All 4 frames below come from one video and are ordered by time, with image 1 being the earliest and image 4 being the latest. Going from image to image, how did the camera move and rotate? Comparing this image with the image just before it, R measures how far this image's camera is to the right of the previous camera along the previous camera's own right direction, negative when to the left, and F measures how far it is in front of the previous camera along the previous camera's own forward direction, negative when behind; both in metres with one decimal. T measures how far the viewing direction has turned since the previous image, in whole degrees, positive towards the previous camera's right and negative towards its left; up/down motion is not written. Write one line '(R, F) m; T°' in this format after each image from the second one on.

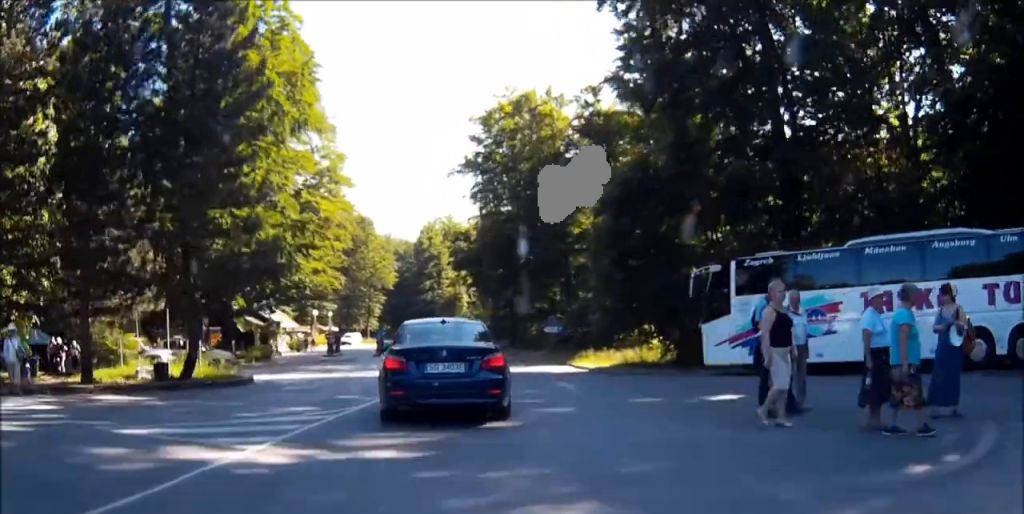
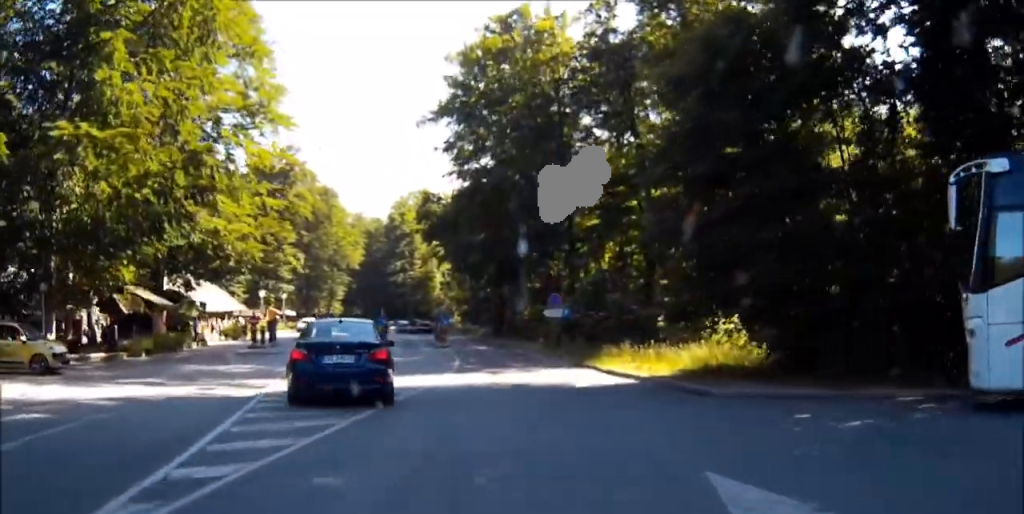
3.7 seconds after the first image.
(-0.1, +15.2) m; 0°
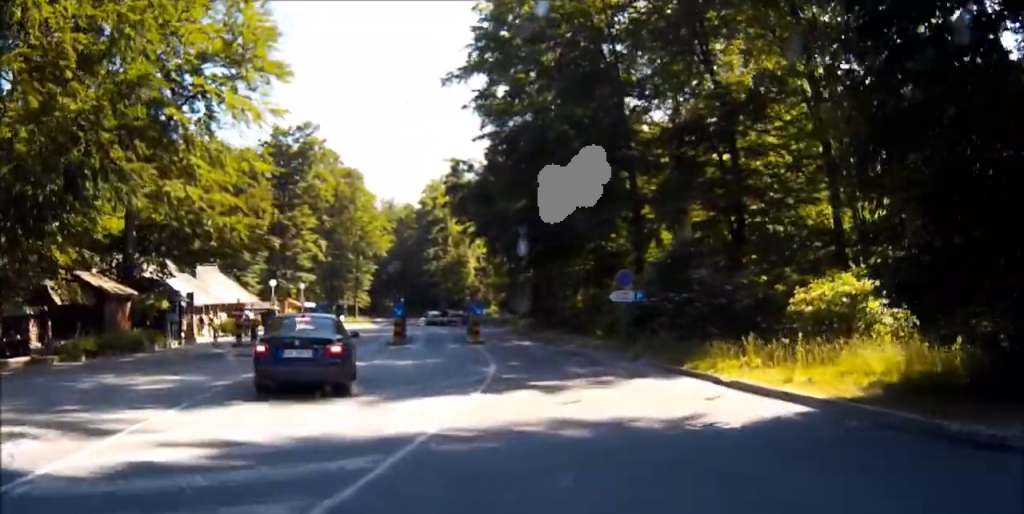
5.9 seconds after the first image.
(0.0, +9.2) m; 0°
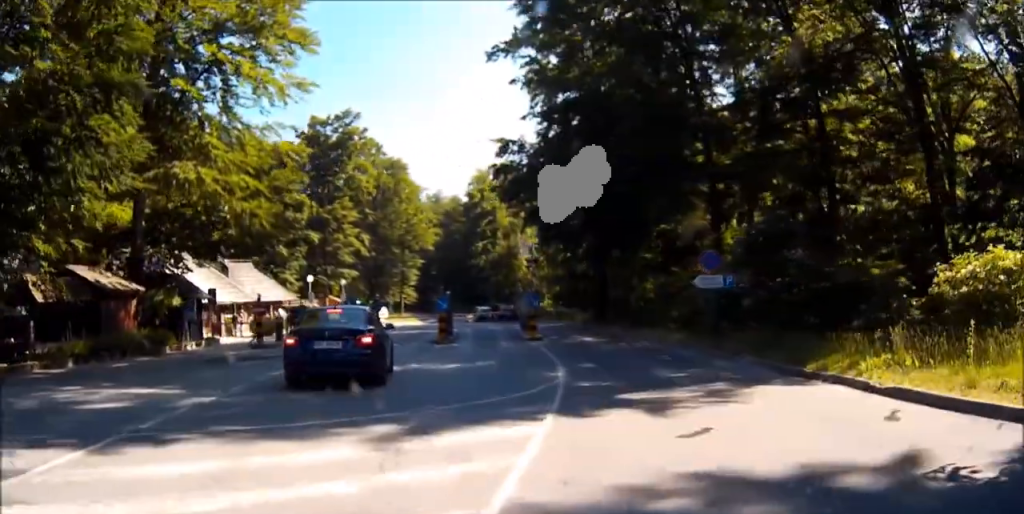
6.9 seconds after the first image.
(0.0, +4.4) m; -1°
